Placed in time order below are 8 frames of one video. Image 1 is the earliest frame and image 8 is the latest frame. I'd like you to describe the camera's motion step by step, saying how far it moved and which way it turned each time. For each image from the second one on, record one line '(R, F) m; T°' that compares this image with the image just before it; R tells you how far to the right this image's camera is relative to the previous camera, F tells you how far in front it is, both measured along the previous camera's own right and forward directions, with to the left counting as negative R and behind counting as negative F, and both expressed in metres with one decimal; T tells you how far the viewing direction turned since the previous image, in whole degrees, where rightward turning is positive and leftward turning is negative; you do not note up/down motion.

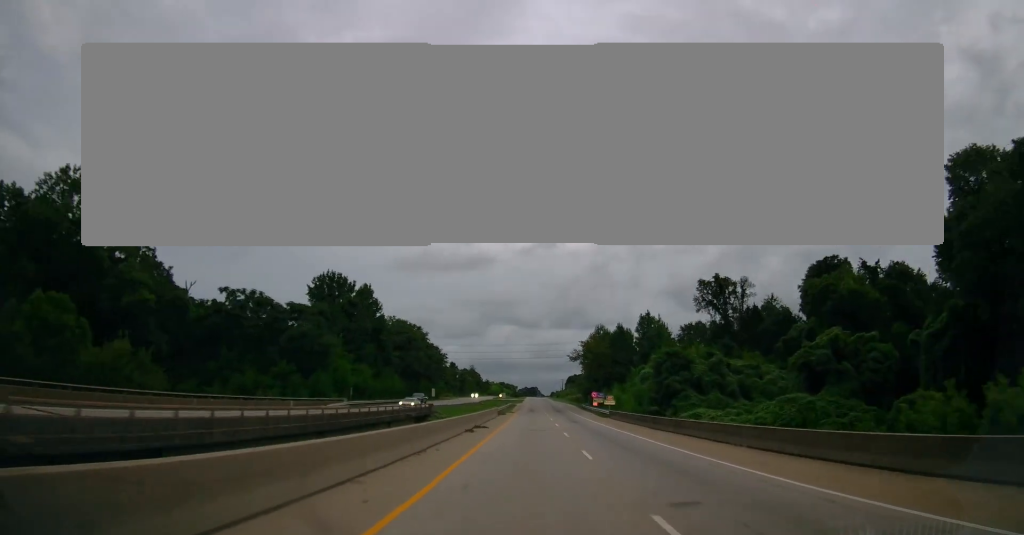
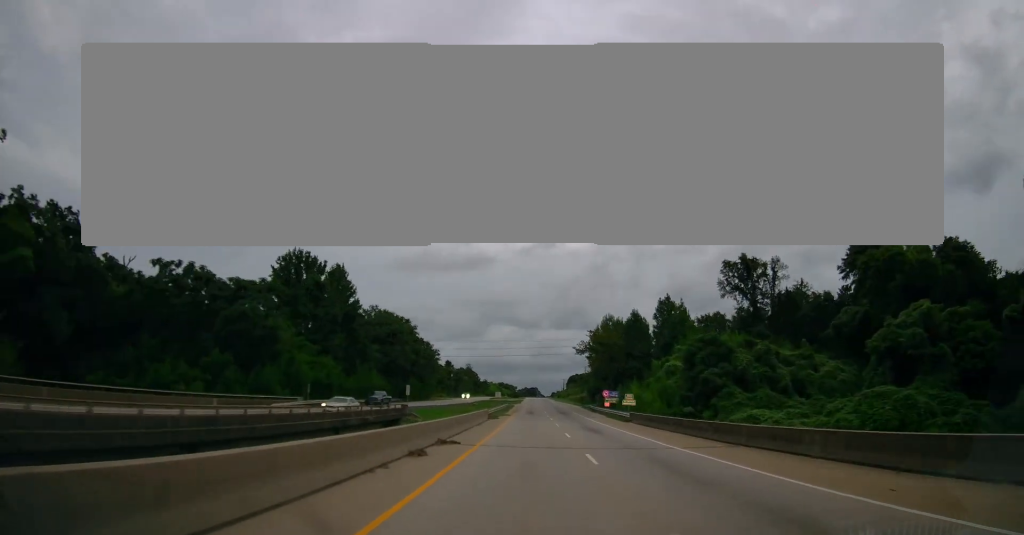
(+0.1, +13.6) m; 0°
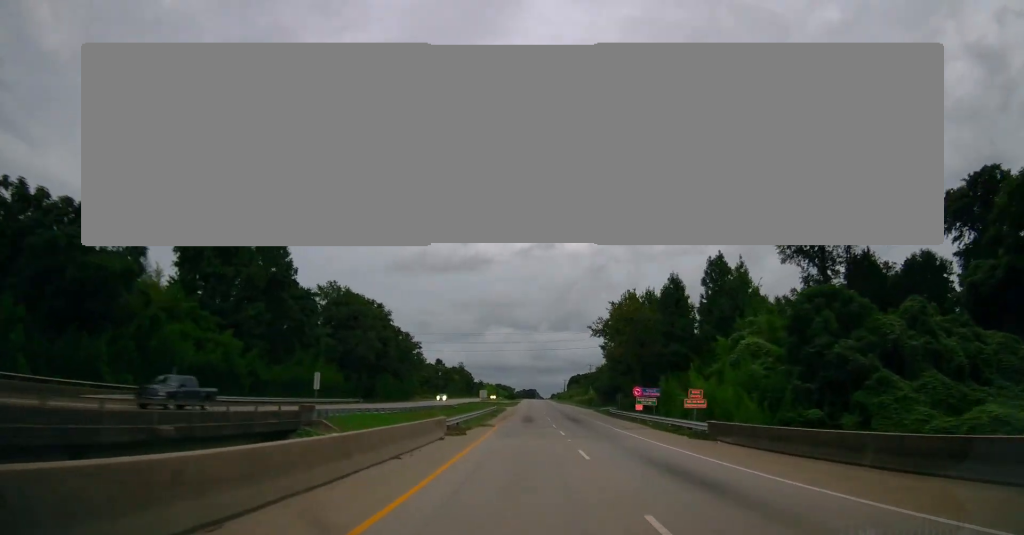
(+0.1, +22.6) m; 0°
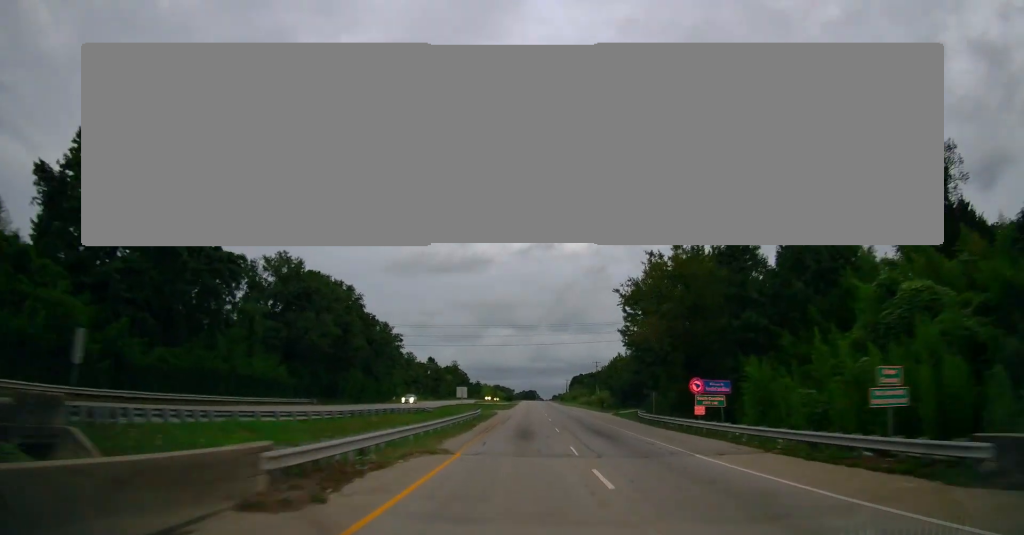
(-0.2, +18.1) m; 0°
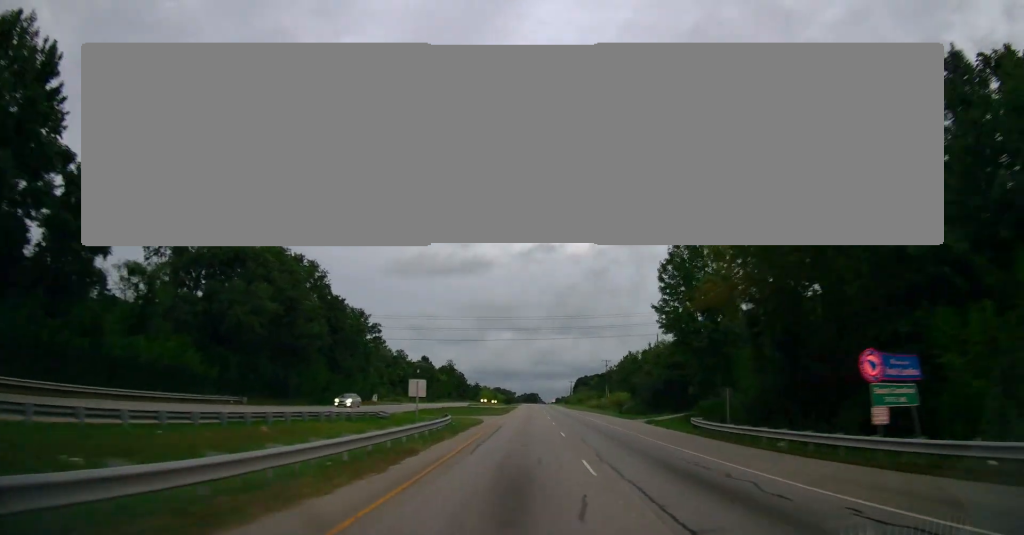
(0.0, +17.0) m; 0°
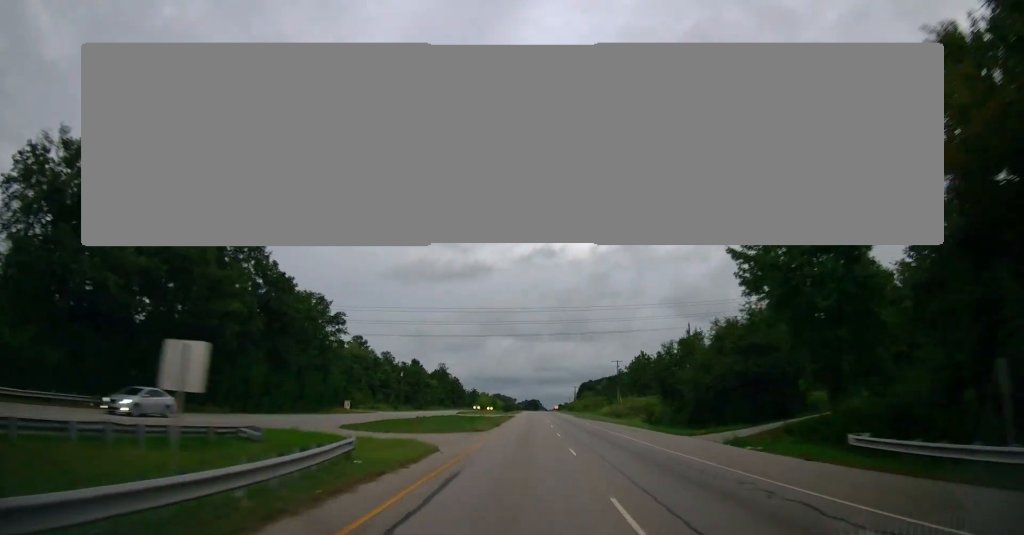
(+0.3, +18.1) m; 0°
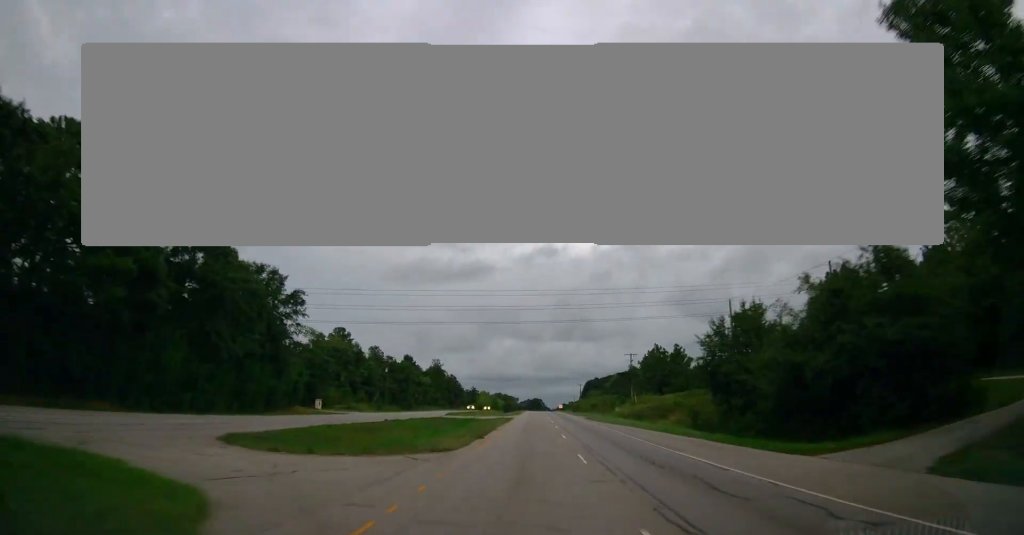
(0.0, +14.7) m; 0°
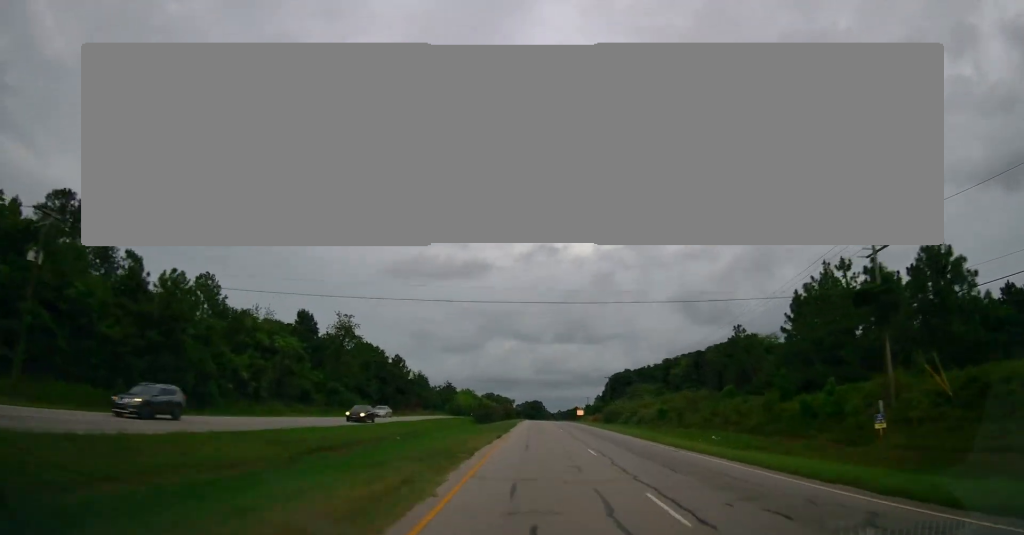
(-1.2, +82.0) m; -1°
